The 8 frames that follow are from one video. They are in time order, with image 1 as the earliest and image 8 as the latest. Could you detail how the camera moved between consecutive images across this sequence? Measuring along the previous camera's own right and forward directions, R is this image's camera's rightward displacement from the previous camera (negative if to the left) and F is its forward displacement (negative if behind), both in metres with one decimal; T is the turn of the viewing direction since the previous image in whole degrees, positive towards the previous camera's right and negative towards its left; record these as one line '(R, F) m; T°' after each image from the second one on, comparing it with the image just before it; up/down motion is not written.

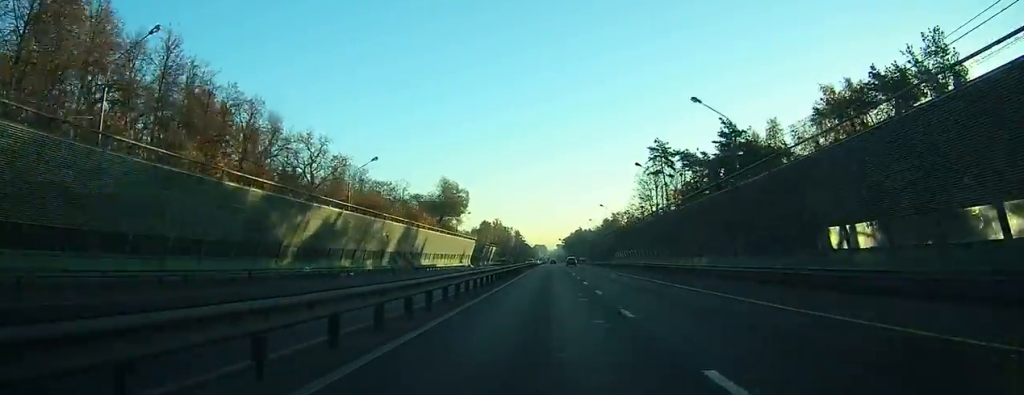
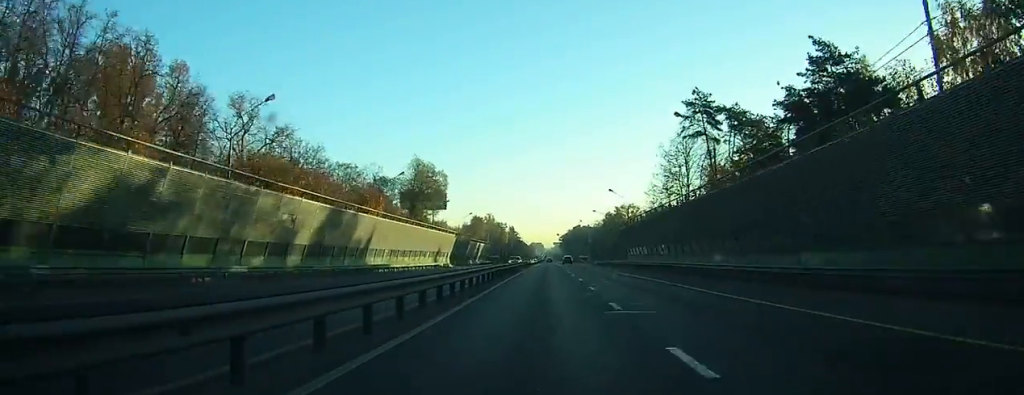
(0.0, +23.2) m; 0°
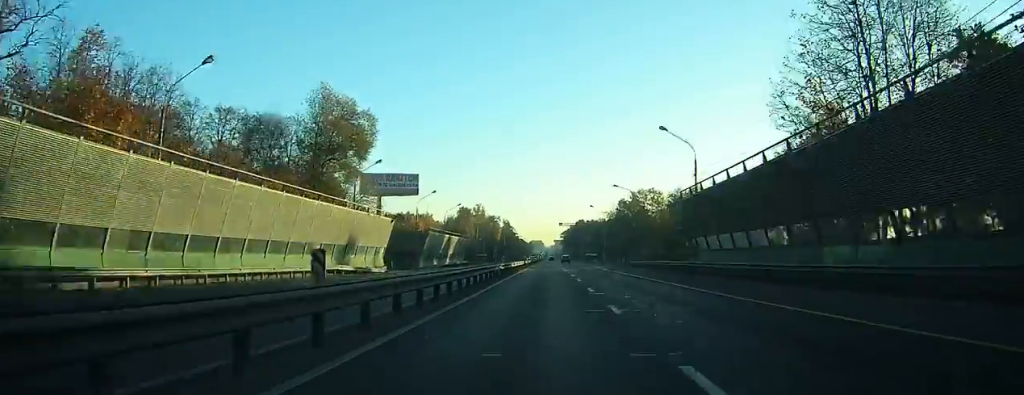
(+0.1, +42.7) m; 0°
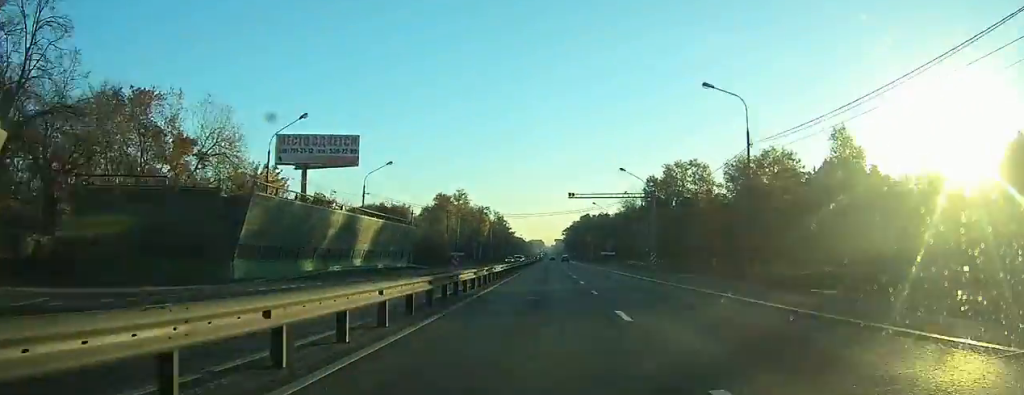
(+0.1, +48.8) m; 0°
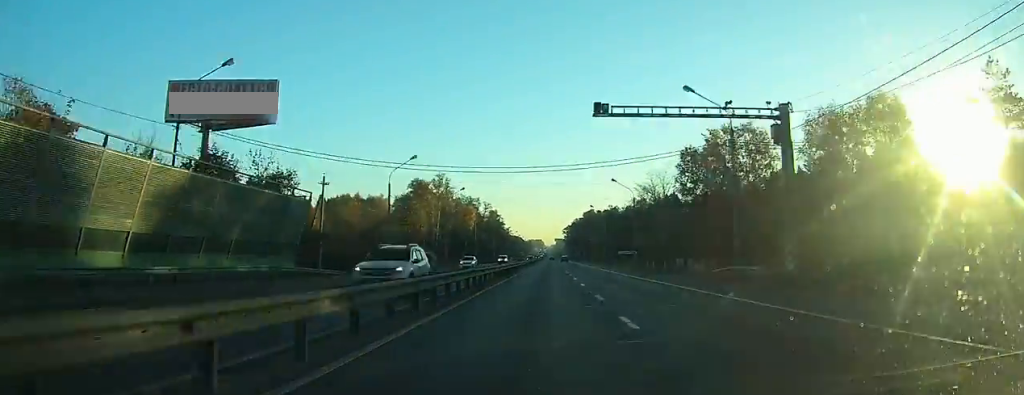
(0.0, +33.2) m; 0°
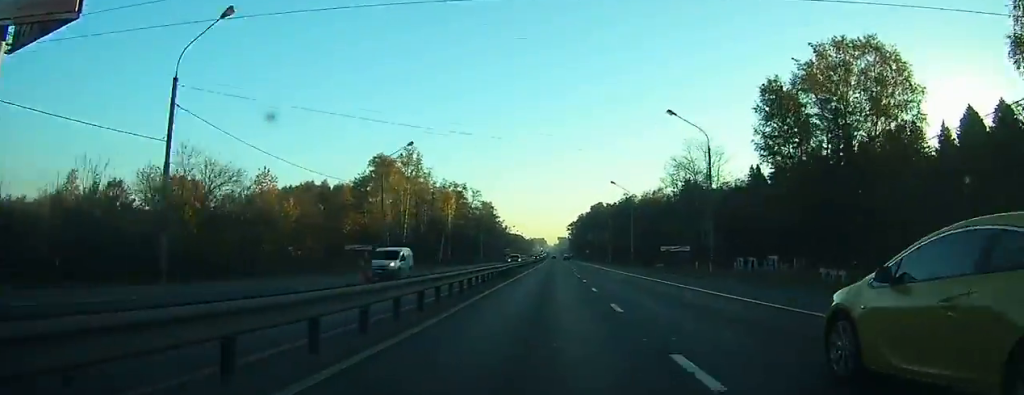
(0.0, +38.1) m; 0°
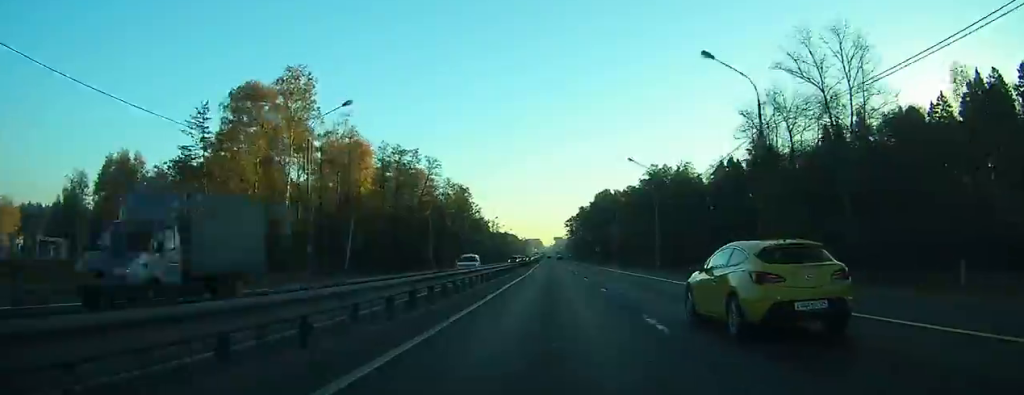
(-0.2, +53.9) m; 0°
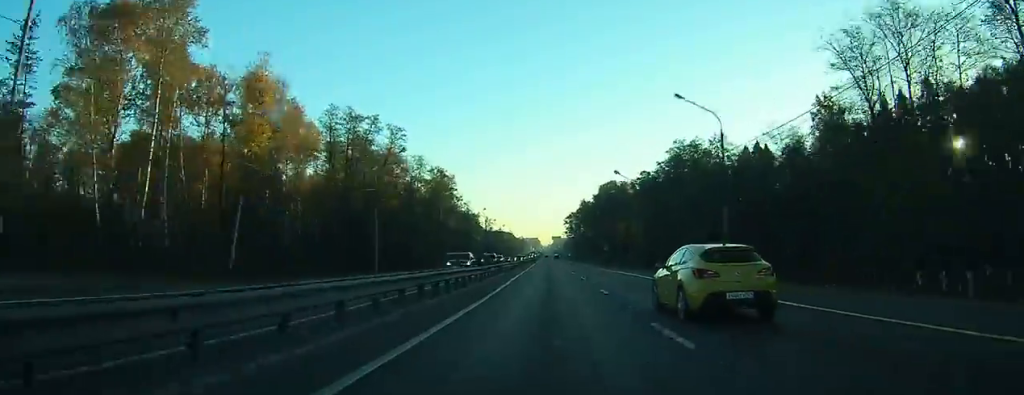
(0.0, +23.8) m; 0°
